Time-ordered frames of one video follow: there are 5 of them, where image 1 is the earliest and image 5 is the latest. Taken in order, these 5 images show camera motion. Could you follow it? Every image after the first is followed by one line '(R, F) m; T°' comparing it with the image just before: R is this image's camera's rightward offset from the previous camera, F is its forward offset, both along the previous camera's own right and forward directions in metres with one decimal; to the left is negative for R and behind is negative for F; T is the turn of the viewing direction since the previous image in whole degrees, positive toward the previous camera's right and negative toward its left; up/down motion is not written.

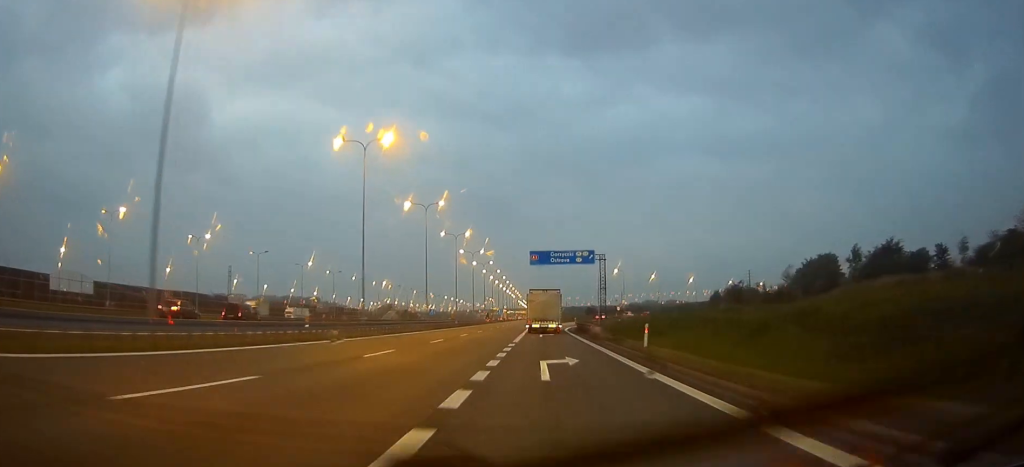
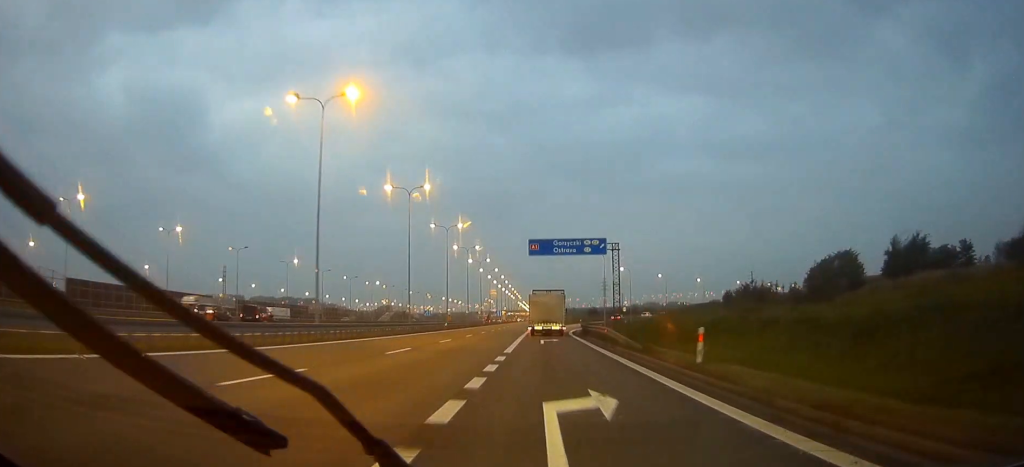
(-0.1, +9.4) m; 0°
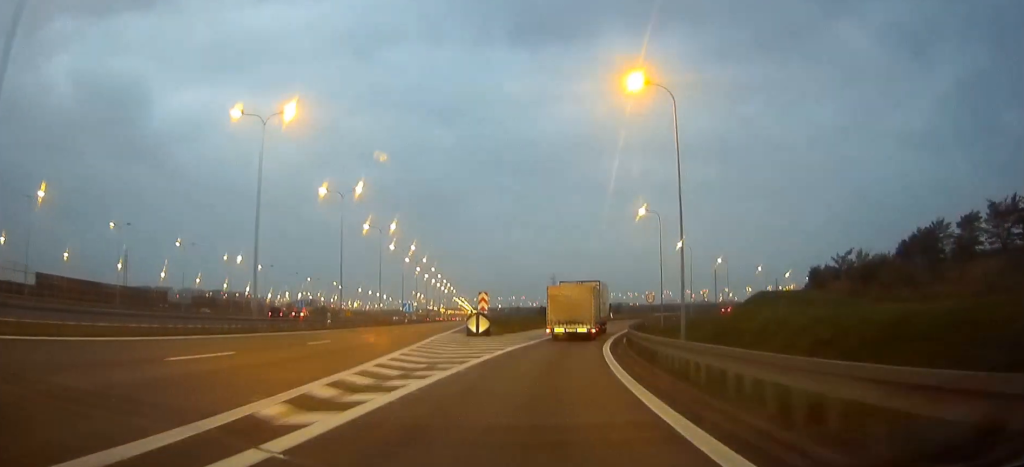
(+1.9, +68.9) m; +5°
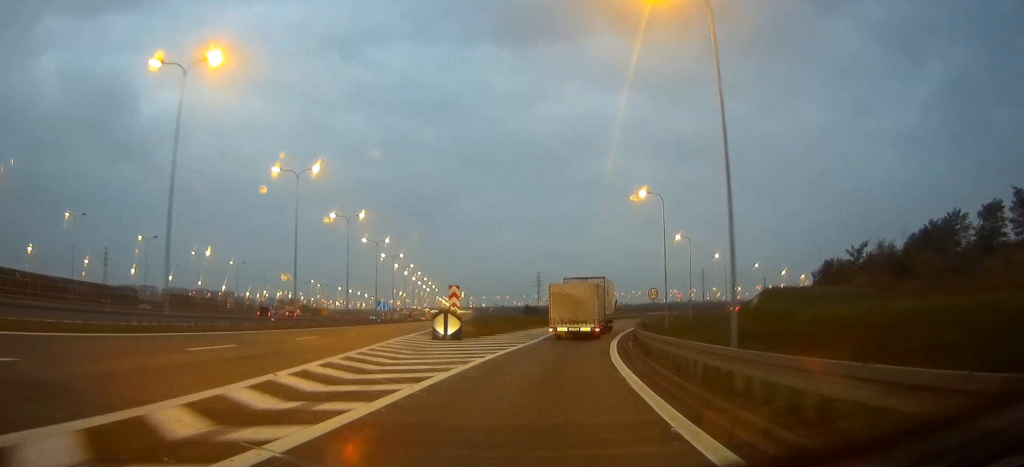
(0.0, +8.5) m; +1°
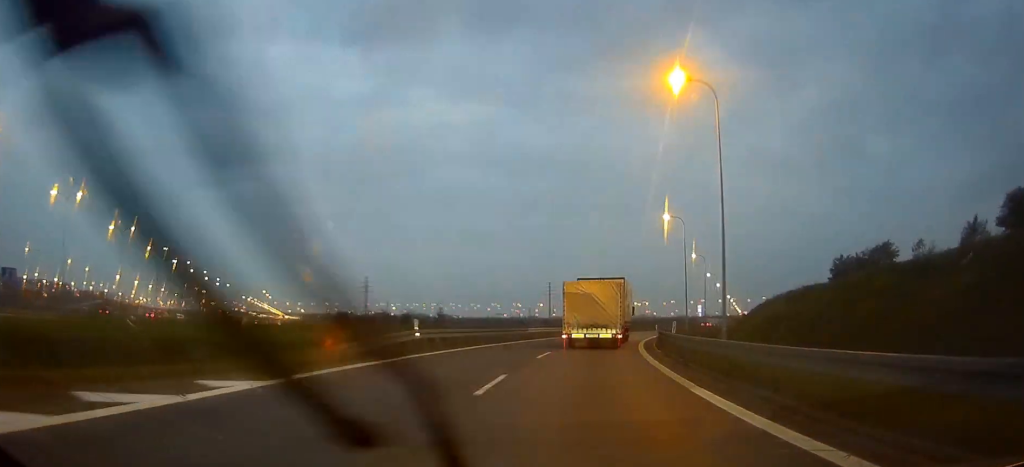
(+5.5, +61.5) m; +13°
